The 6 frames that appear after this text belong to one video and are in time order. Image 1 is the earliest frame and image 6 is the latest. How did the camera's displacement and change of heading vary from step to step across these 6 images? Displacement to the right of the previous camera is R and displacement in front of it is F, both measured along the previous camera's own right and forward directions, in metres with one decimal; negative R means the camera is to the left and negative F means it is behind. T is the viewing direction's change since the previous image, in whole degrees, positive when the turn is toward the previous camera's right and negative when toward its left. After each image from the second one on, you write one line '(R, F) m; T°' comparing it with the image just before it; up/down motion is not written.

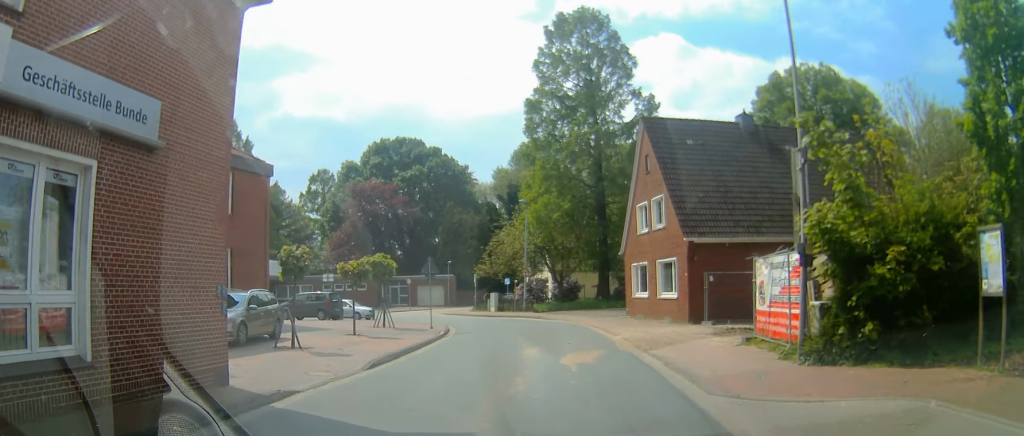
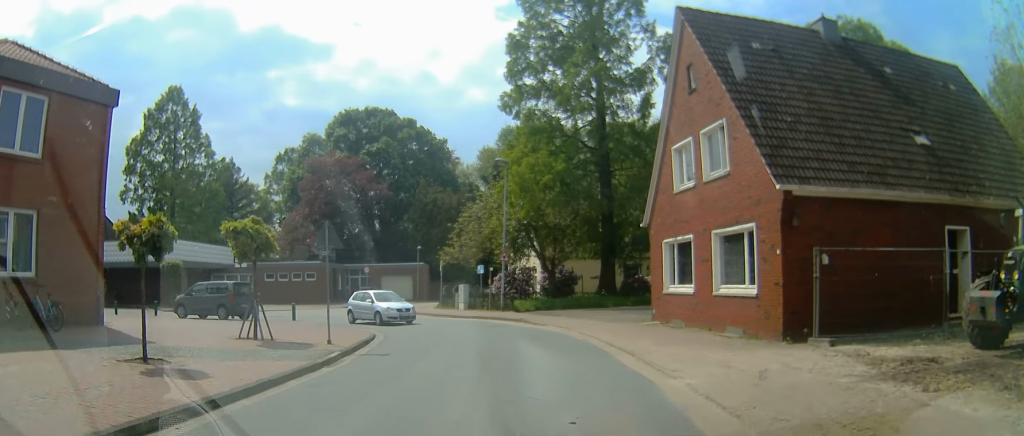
(0.0, +12.3) m; 0°
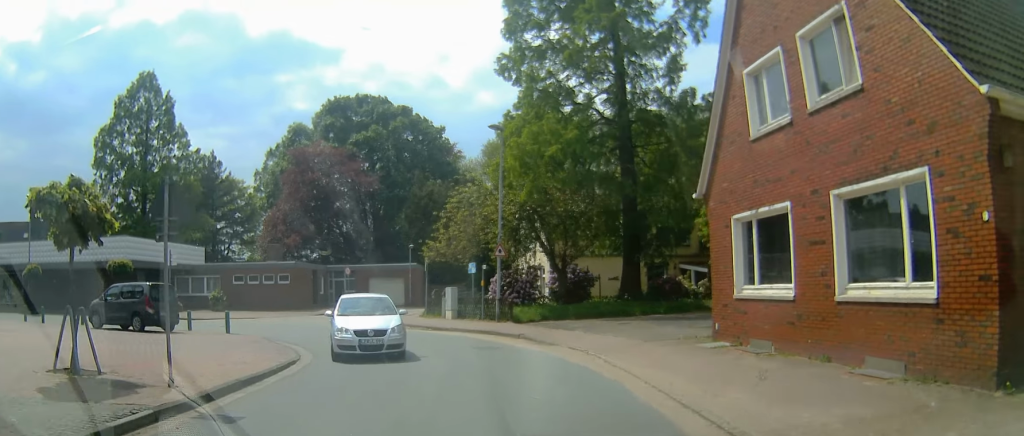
(0.0, +8.0) m; -3°
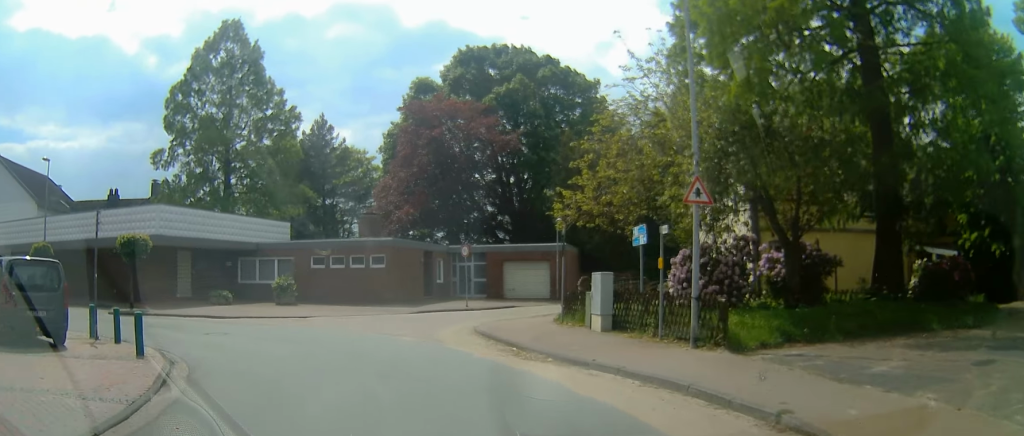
(-1.6, +13.9) m; -11°
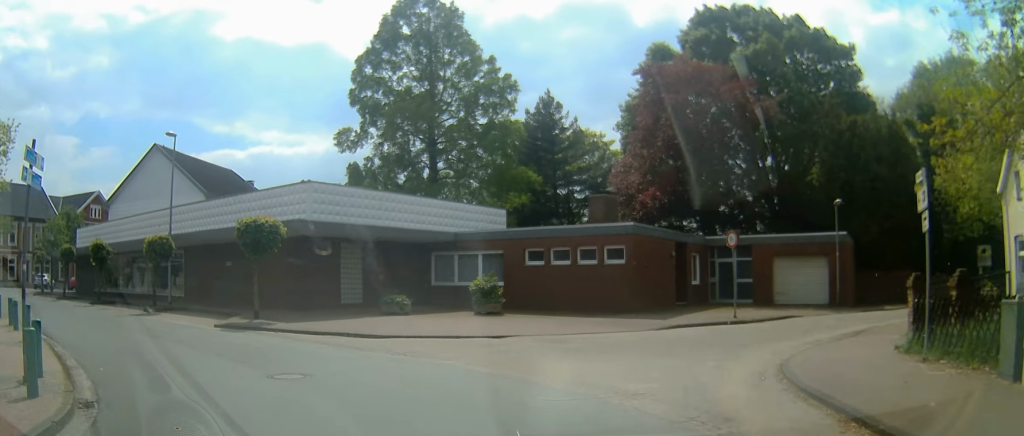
(-0.1, +10.0) m; -1°
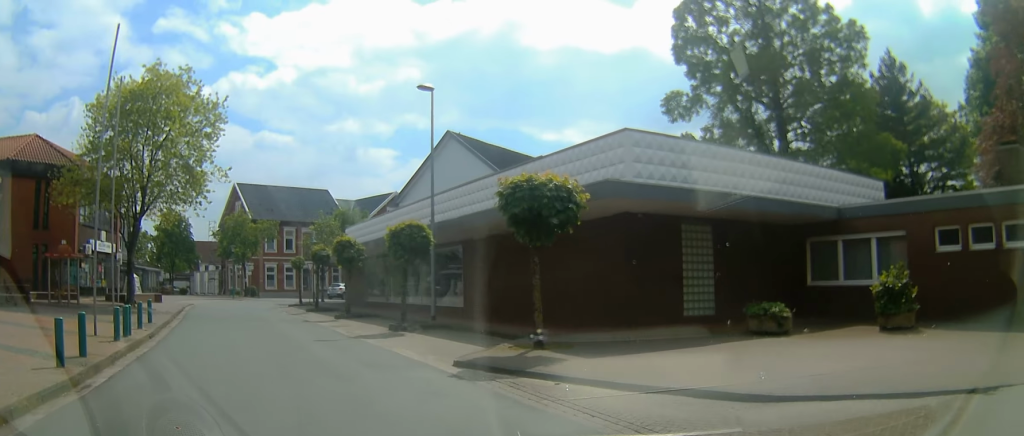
(-0.9, +9.0) m; -39°
